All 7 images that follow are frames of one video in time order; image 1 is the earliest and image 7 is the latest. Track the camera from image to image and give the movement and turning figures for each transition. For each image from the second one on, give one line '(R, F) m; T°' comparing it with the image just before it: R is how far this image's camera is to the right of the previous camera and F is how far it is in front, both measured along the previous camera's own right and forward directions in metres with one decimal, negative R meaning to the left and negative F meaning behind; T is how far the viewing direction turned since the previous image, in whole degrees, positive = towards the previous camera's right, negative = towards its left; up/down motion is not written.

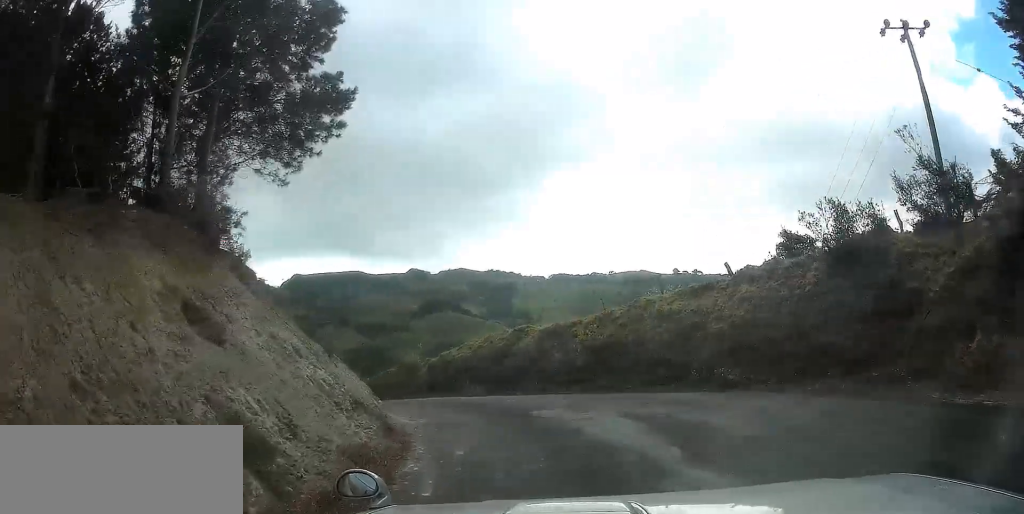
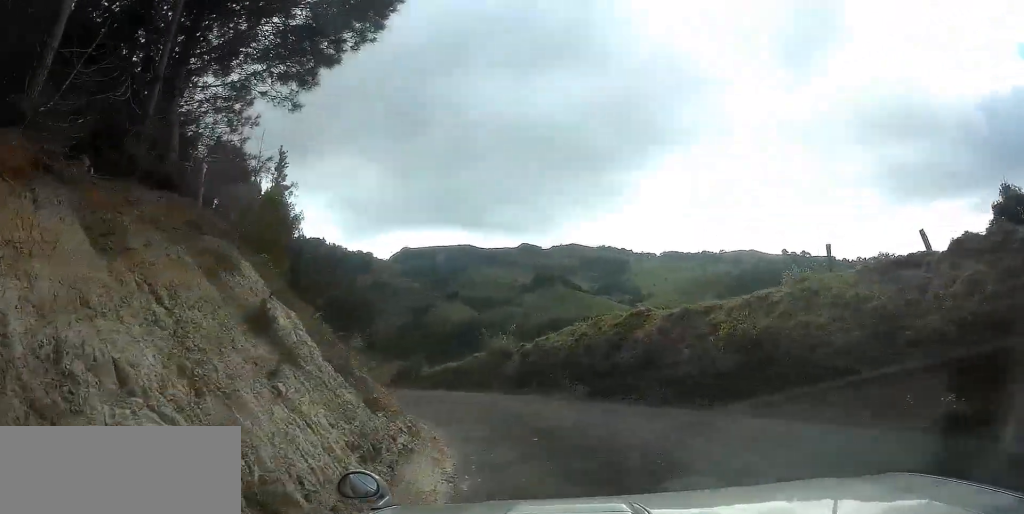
(-0.3, +5.7) m; -8°
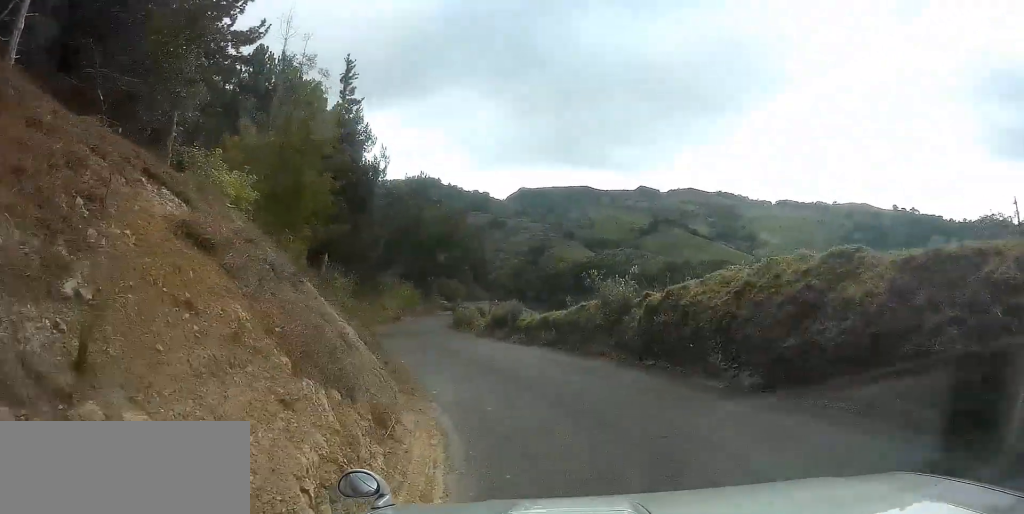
(-0.7, +6.6) m; -16°
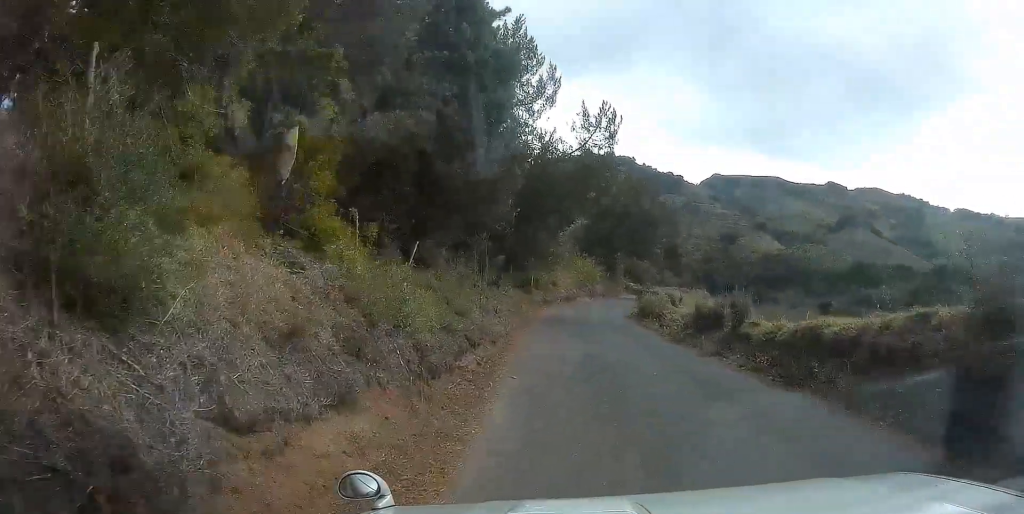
(-2.6, +11.4) m; -21°
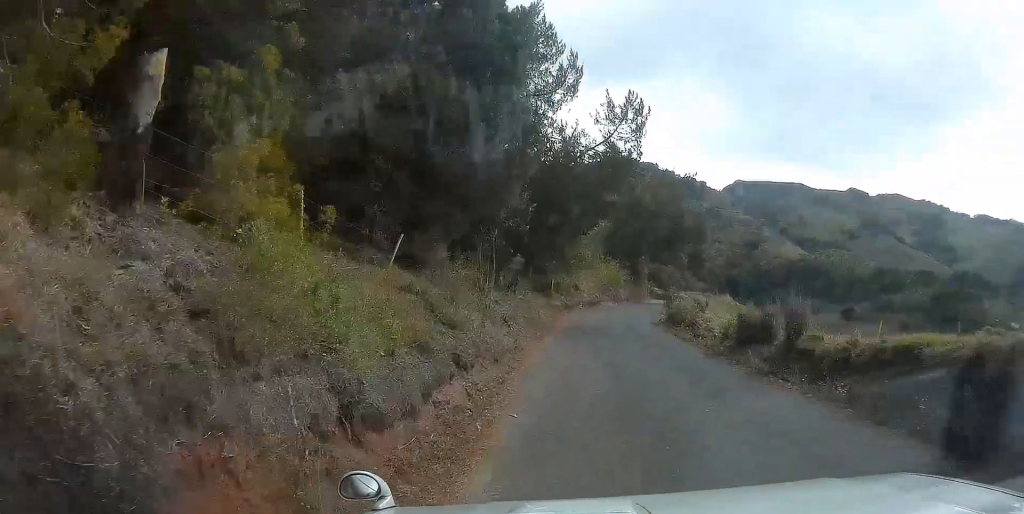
(-0.2, +3.0) m; -2°
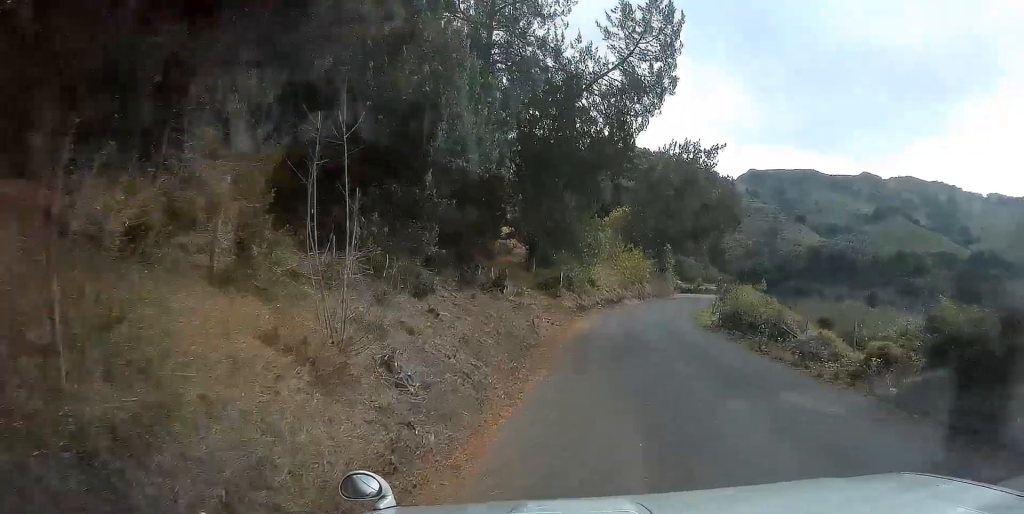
(-0.3, +10.4) m; -2°
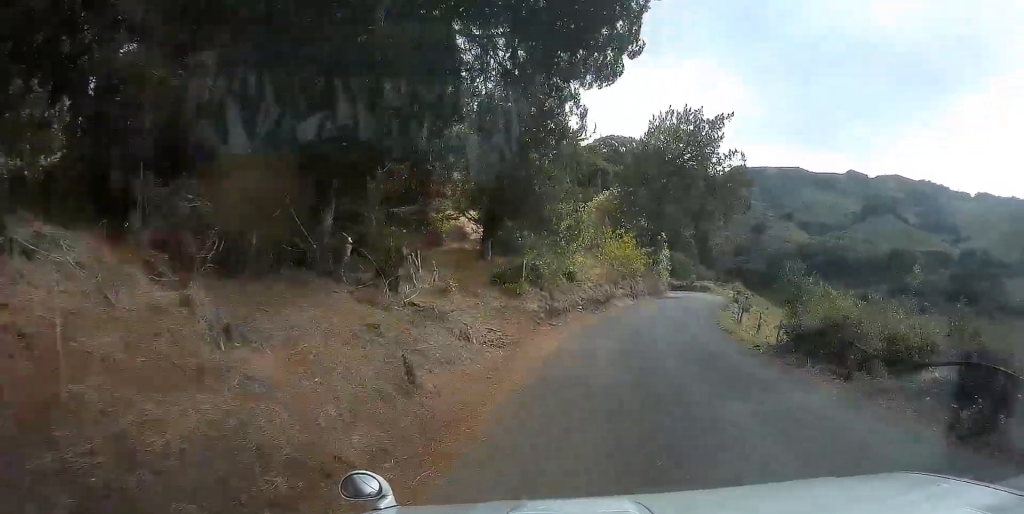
(+0.1, +10.6) m; +4°
